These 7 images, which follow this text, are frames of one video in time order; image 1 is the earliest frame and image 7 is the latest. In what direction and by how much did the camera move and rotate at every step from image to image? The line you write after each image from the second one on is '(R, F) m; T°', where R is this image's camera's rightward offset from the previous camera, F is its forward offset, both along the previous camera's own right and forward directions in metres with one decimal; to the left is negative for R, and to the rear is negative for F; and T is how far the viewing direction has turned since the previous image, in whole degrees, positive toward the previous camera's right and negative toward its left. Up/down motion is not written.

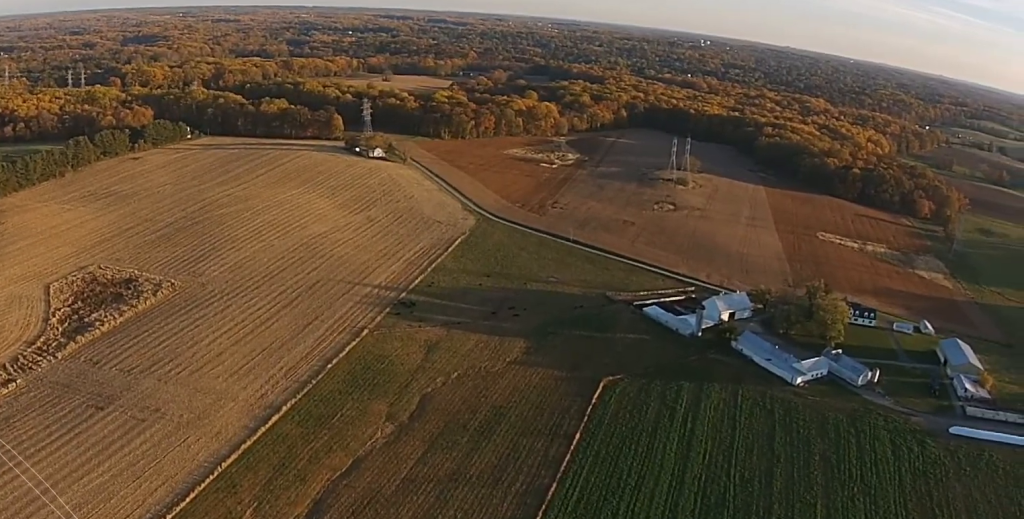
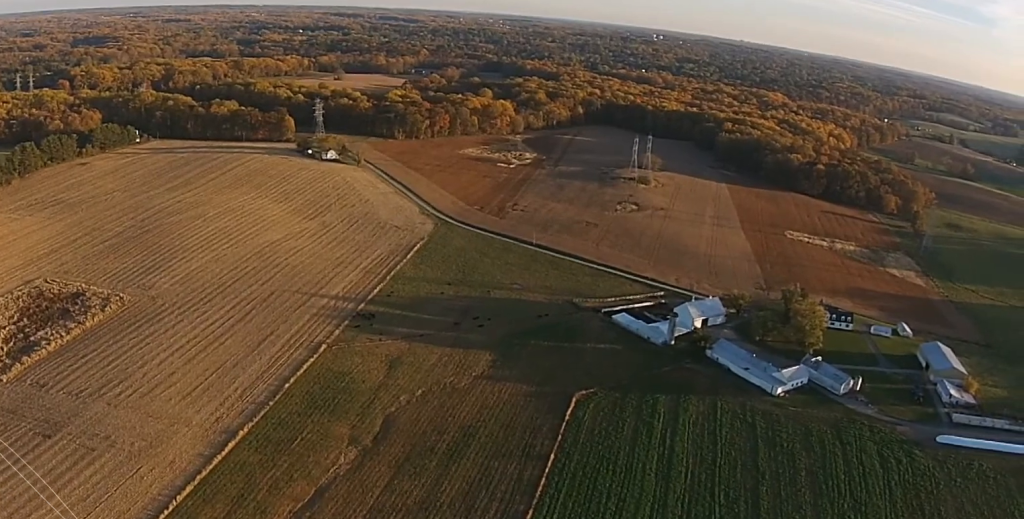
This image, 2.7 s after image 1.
(+0.3, +18.3) m; +2°
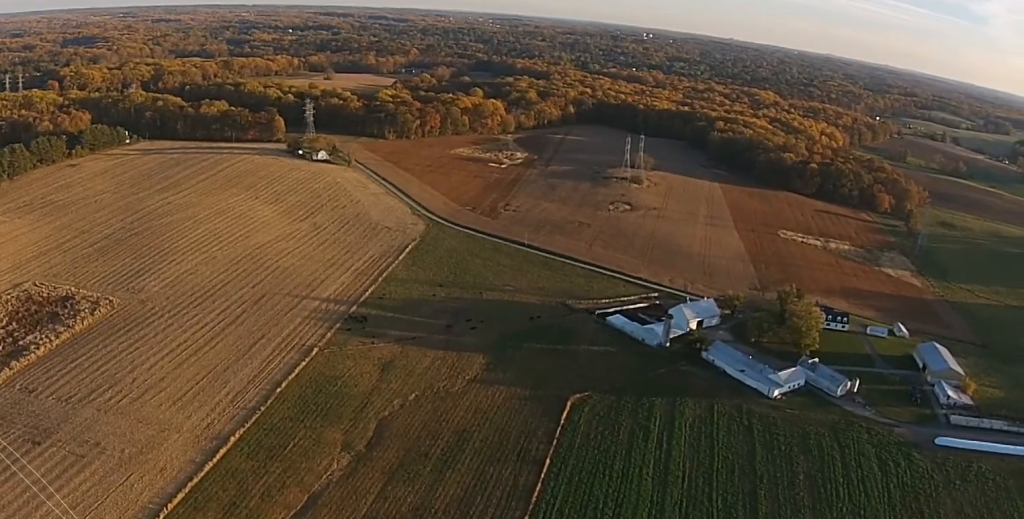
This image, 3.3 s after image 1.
(0.0, +4.1) m; 0°
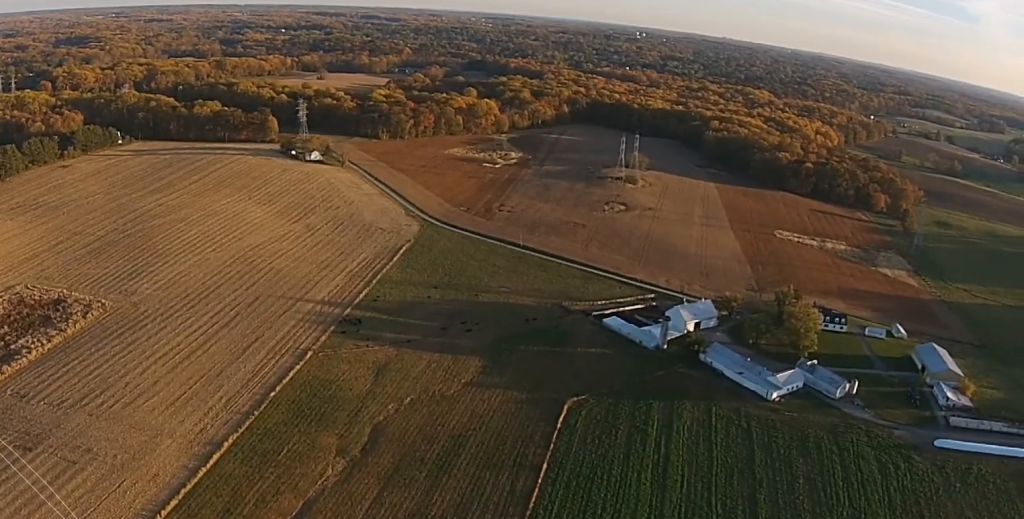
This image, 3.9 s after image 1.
(0.0, +3.6) m; 0°
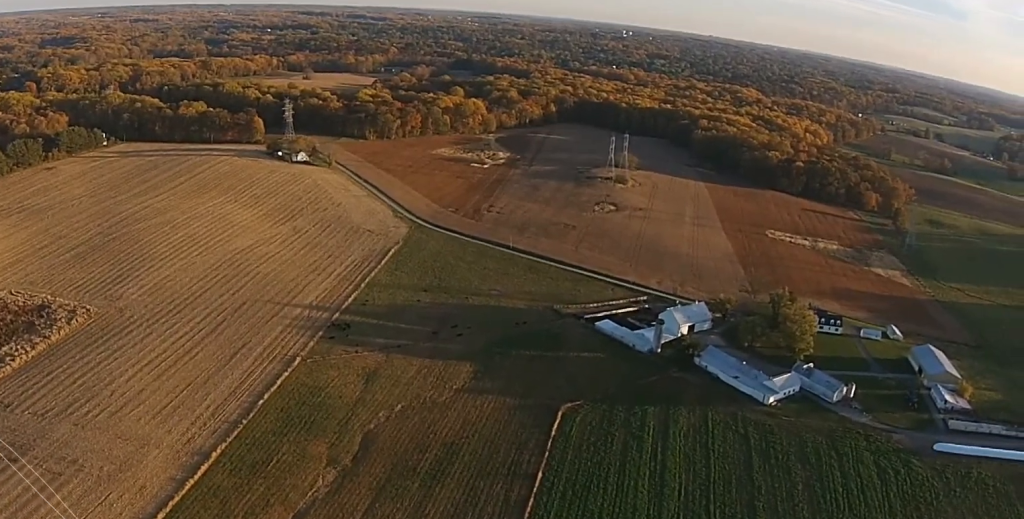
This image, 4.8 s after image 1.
(0.0, +6.5) m; 0°
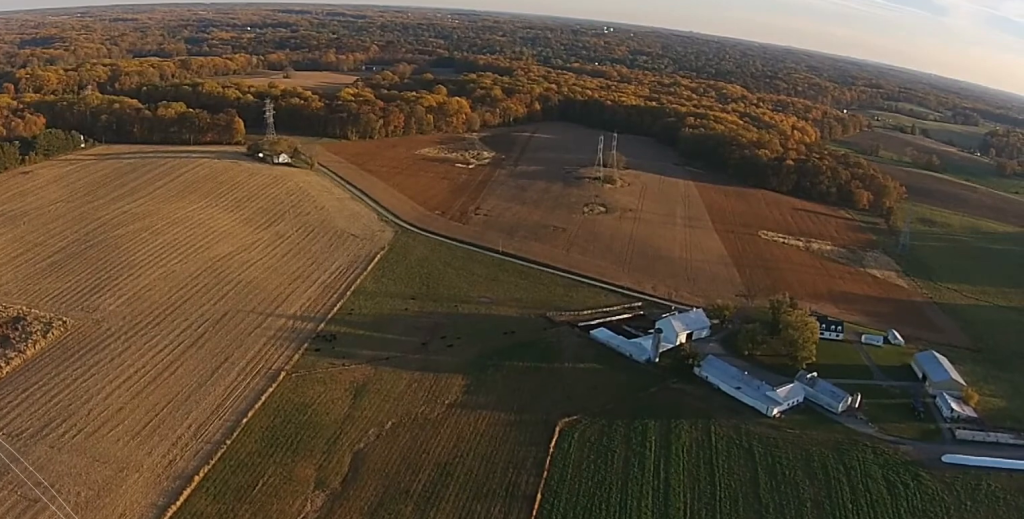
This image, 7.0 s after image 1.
(-0.1, +14.8) m; -1°
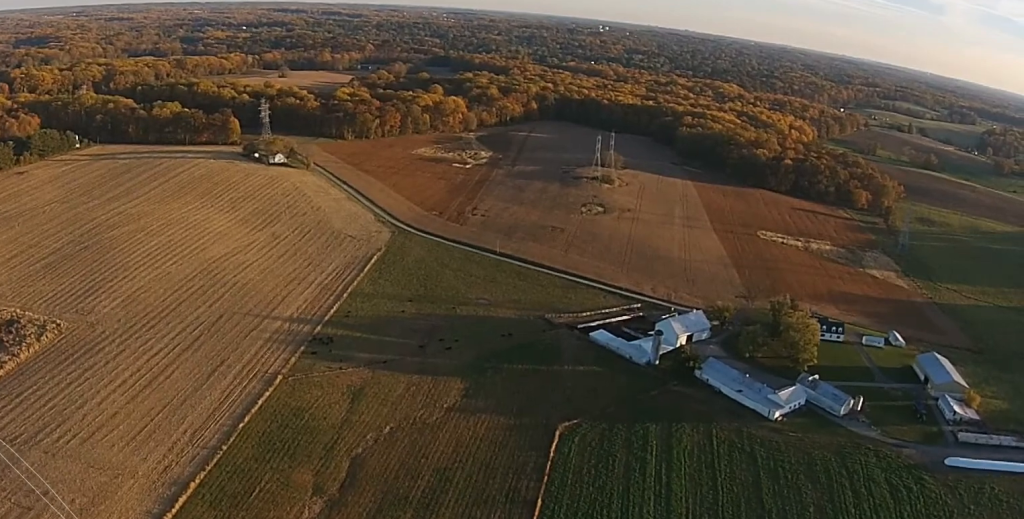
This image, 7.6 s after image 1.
(0.0, +4.1) m; 0°
